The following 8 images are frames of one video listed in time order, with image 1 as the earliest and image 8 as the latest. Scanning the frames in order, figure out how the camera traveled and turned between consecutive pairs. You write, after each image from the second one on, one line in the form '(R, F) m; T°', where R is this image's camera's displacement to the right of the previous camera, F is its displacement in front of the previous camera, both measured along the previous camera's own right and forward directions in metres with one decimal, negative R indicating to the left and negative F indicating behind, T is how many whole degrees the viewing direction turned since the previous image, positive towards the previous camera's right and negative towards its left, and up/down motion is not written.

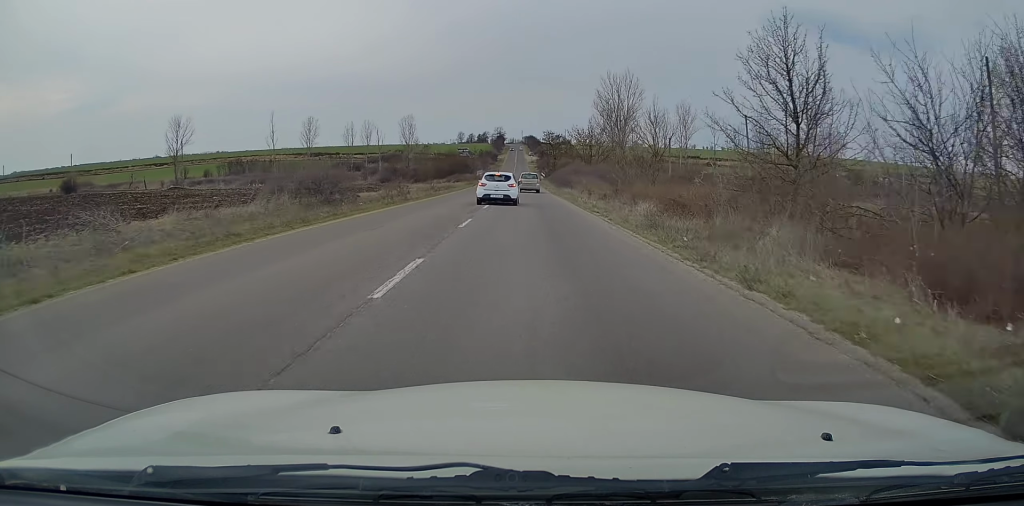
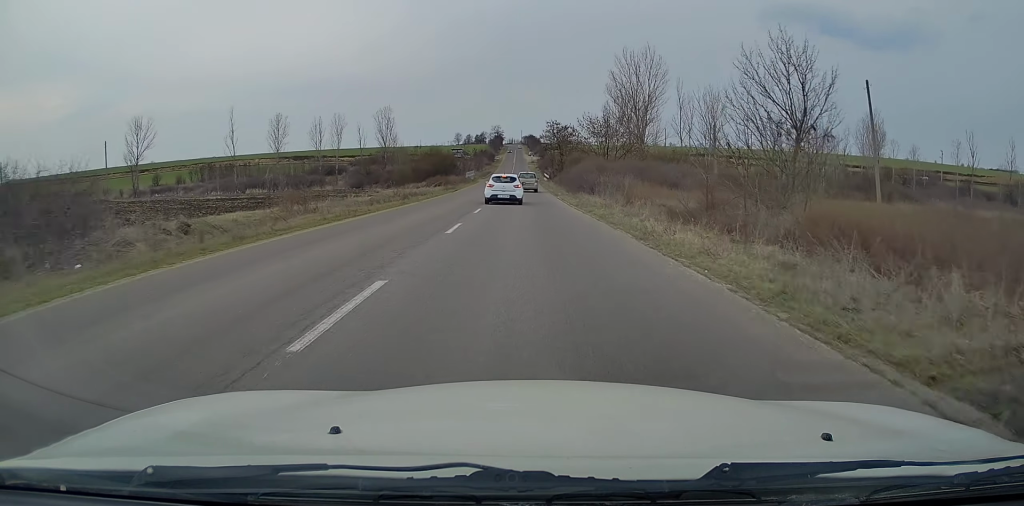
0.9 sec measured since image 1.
(0.0, +20.3) m; 0°
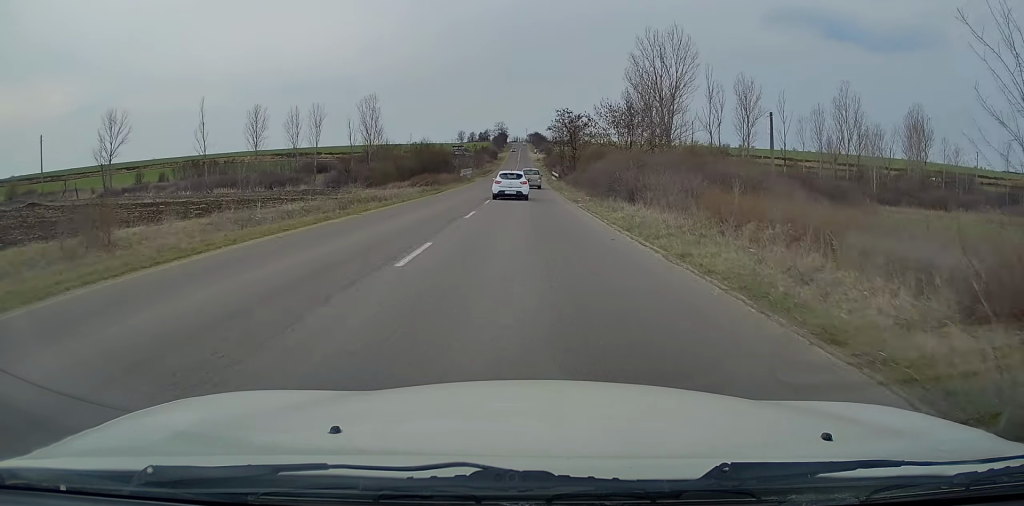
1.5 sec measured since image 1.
(+0.1, +14.0) m; 0°
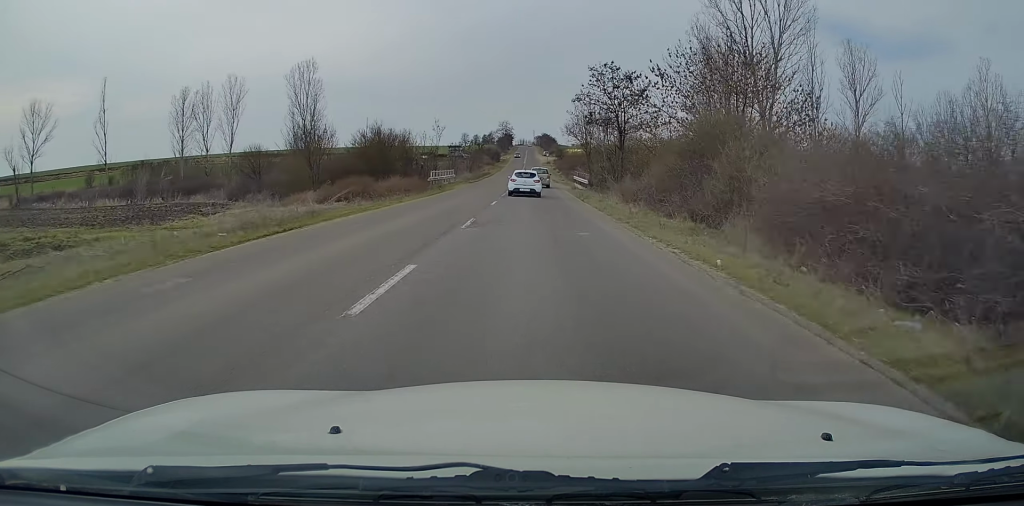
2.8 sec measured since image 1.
(-0.1, +30.9) m; 0°
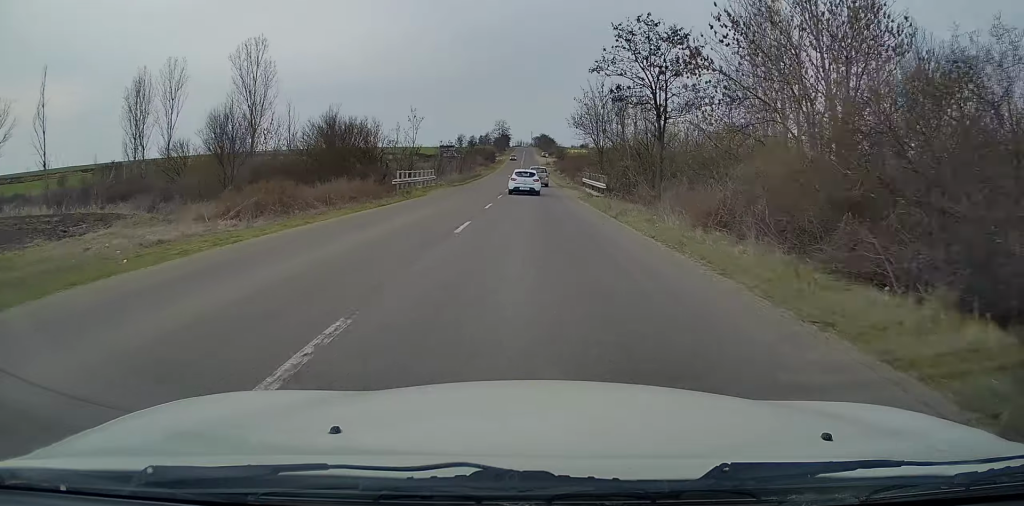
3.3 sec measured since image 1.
(0.0, +12.3) m; 0°
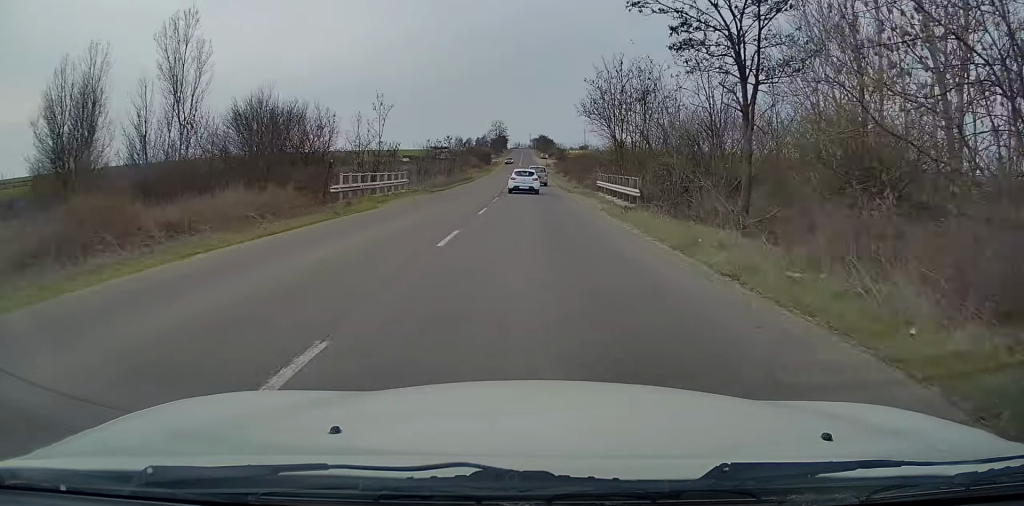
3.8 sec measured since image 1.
(0.0, +11.5) m; 0°
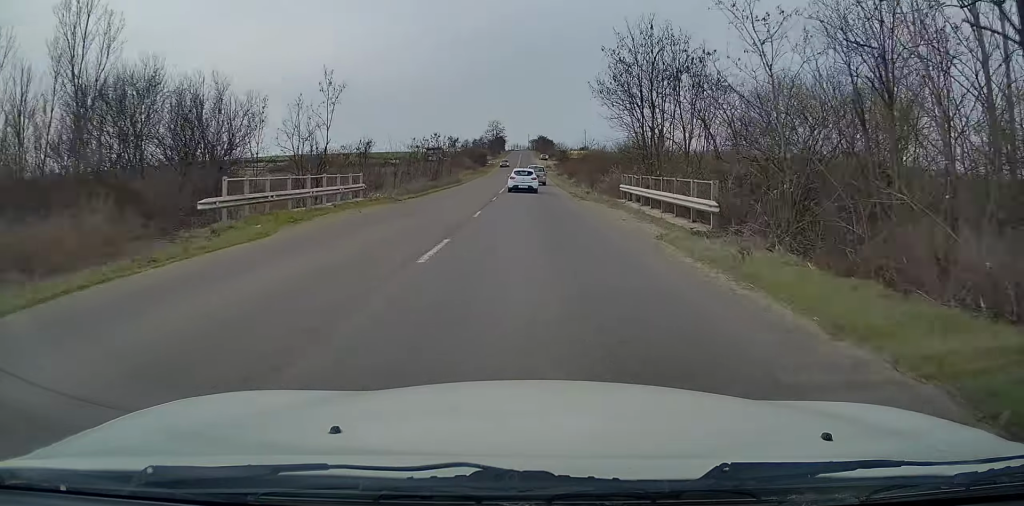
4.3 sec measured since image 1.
(0.0, +10.7) m; 0°
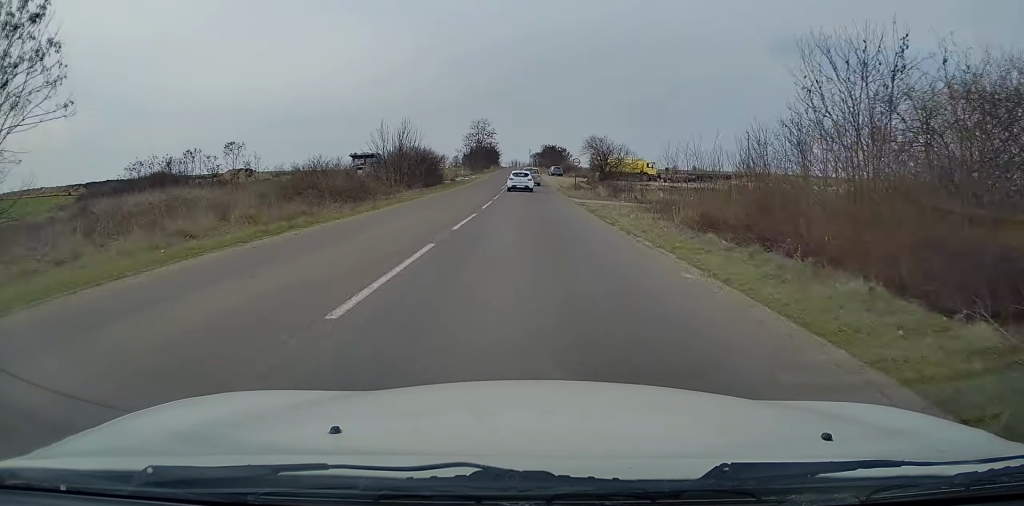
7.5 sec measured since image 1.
(-0.4, +70.5) m; 0°
